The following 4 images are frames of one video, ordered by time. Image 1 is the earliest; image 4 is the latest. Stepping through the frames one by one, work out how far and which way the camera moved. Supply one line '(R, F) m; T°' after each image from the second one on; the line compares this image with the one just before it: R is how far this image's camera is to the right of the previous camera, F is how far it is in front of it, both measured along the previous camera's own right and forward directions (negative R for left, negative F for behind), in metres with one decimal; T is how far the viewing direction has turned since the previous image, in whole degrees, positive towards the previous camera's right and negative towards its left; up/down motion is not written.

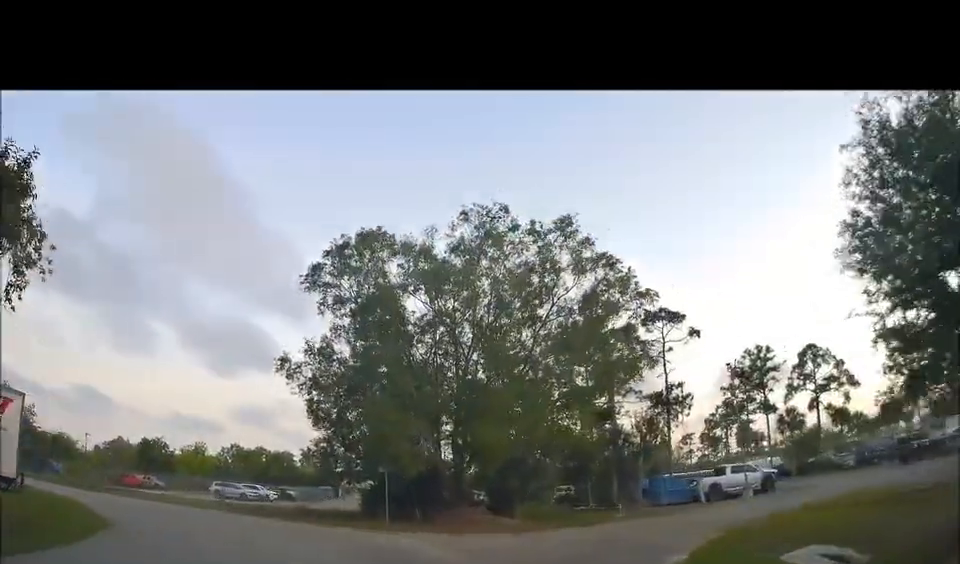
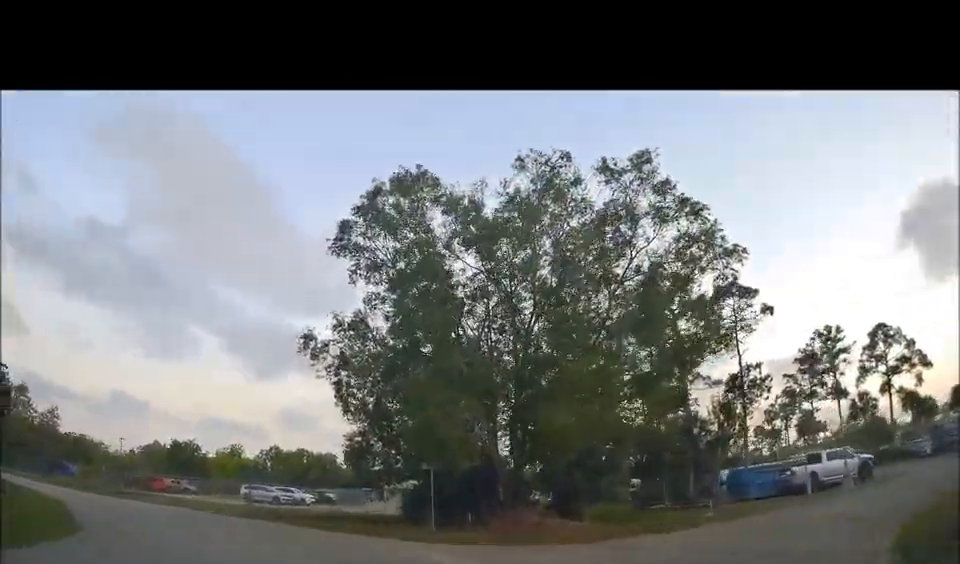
(0.0, +4.7) m; -4°
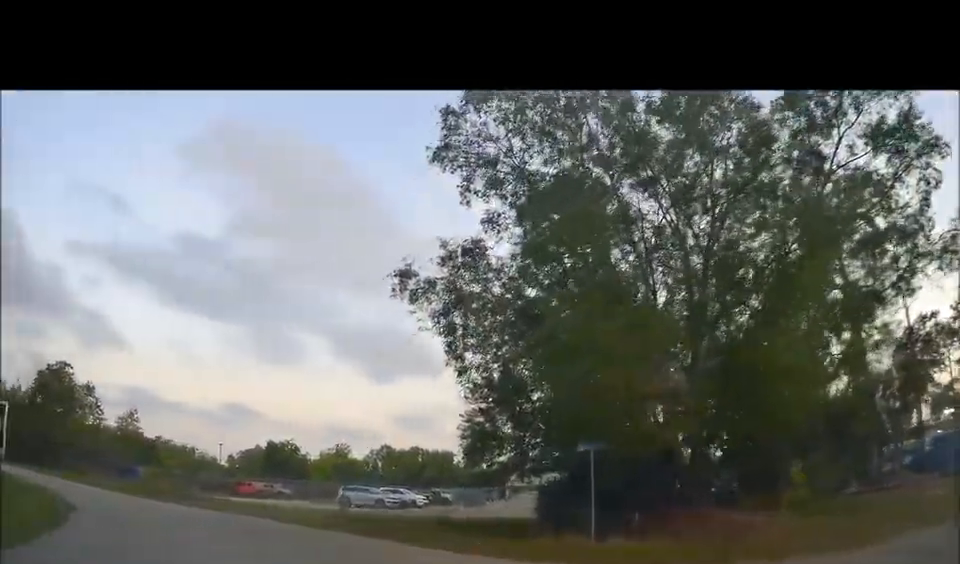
(-0.6, +7.3) m; -9°
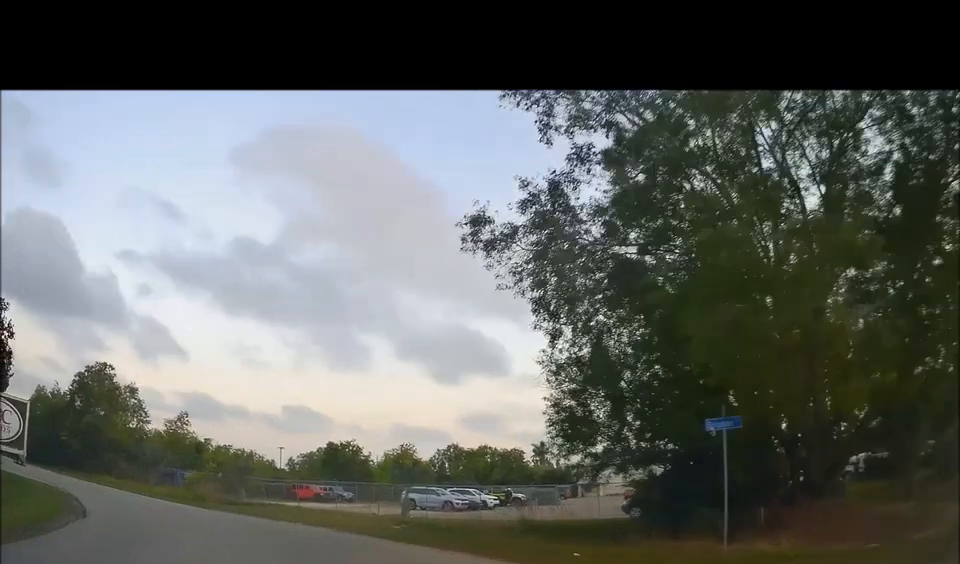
(-0.1, +3.7) m; -4°
